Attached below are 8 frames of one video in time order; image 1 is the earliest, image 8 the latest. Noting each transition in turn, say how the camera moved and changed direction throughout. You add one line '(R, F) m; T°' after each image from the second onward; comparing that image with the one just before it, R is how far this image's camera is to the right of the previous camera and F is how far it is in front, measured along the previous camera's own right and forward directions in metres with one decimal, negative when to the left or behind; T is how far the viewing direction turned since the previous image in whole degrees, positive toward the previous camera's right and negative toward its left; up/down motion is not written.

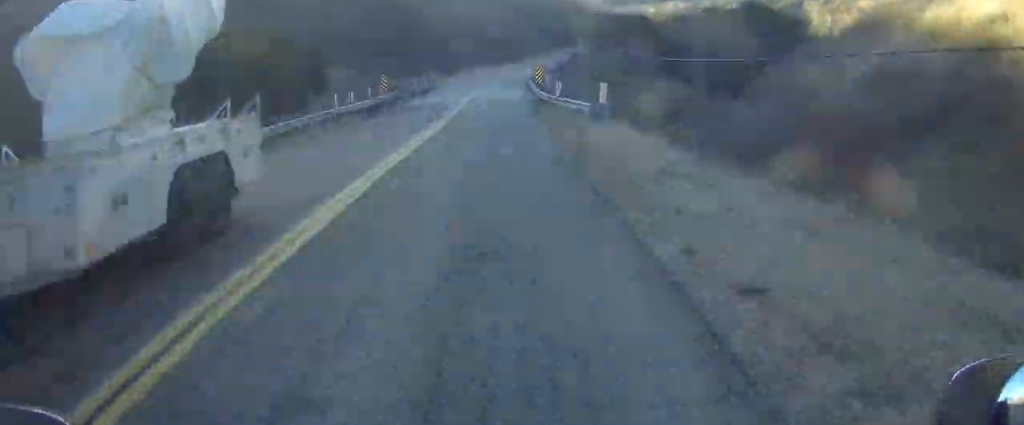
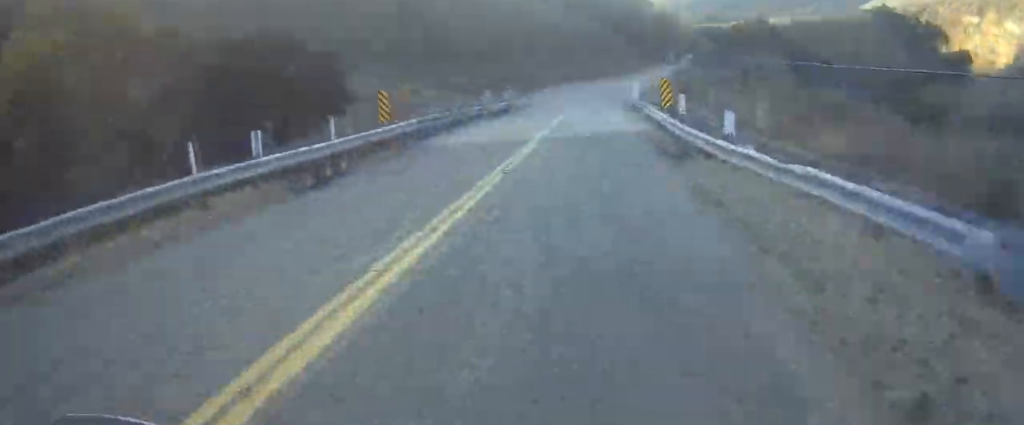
(-0.3, +16.8) m; -1°
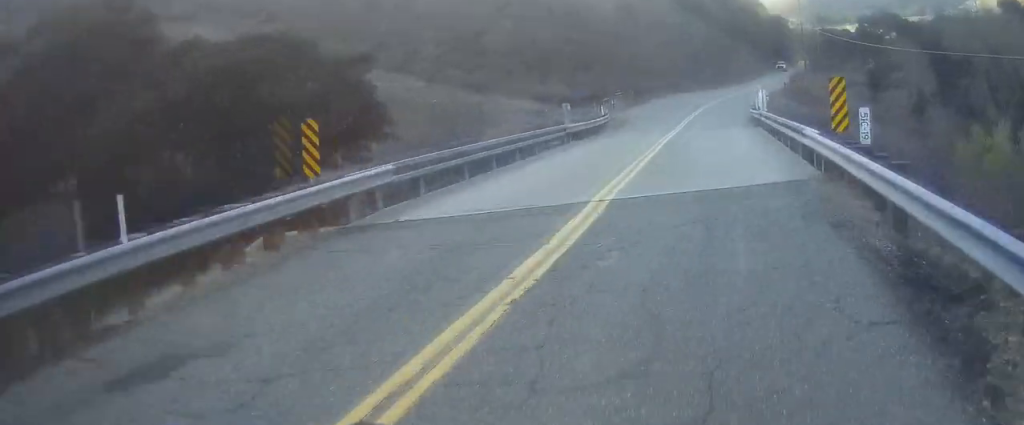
(-0.2, +9.9) m; 0°
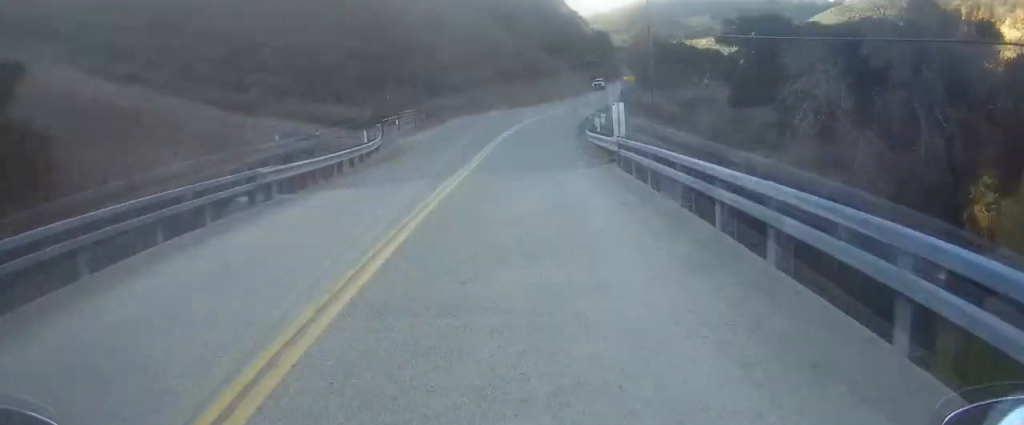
(+0.3, +12.1) m; +3°
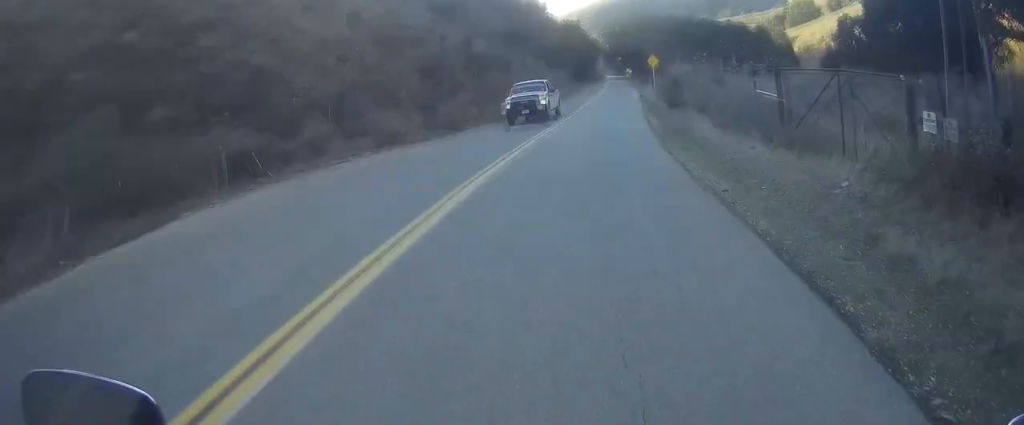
(+2.9, +40.0) m; +11°
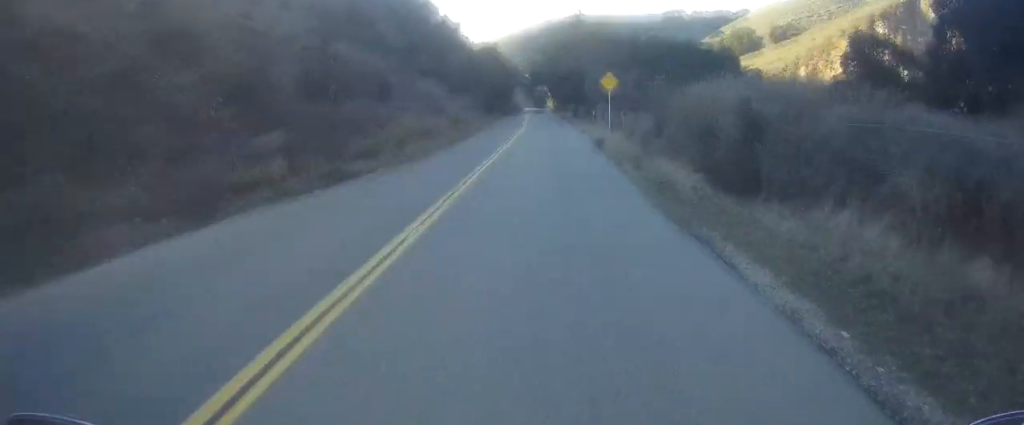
(+1.6, +21.3) m; +3°
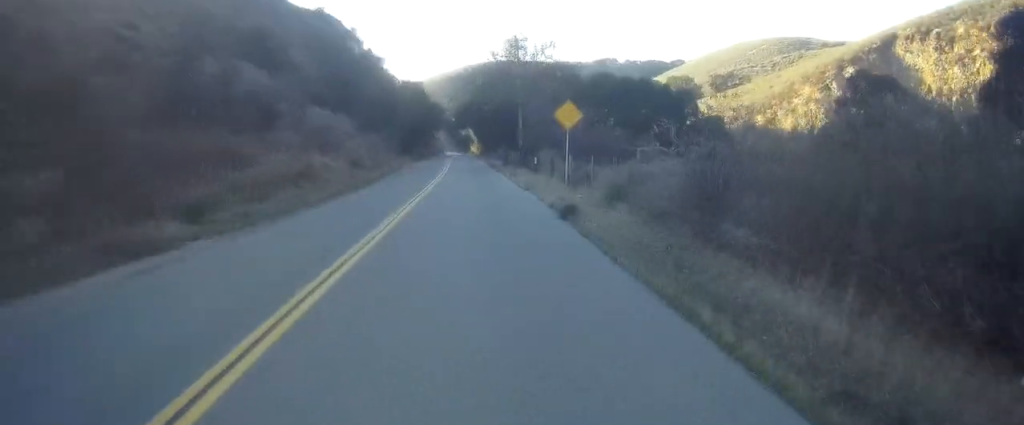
(-0.1, +11.9) m; -1°
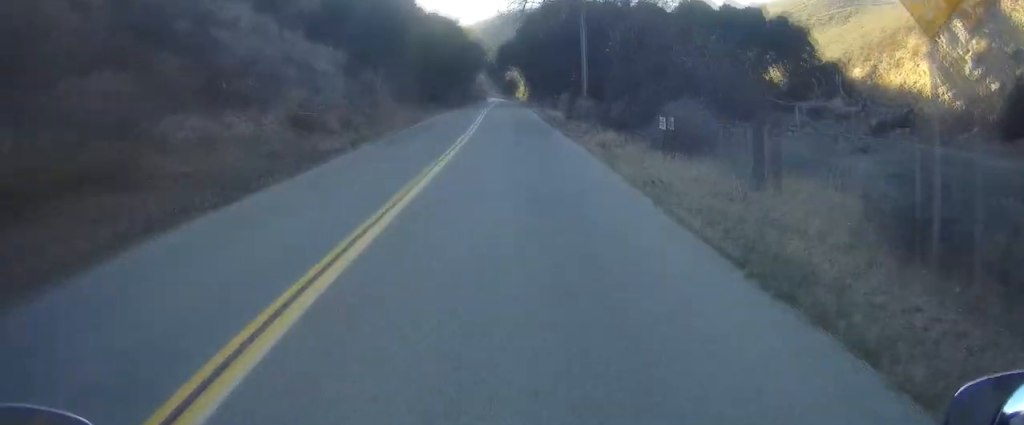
(-0.2, +20.5) m; -1°
